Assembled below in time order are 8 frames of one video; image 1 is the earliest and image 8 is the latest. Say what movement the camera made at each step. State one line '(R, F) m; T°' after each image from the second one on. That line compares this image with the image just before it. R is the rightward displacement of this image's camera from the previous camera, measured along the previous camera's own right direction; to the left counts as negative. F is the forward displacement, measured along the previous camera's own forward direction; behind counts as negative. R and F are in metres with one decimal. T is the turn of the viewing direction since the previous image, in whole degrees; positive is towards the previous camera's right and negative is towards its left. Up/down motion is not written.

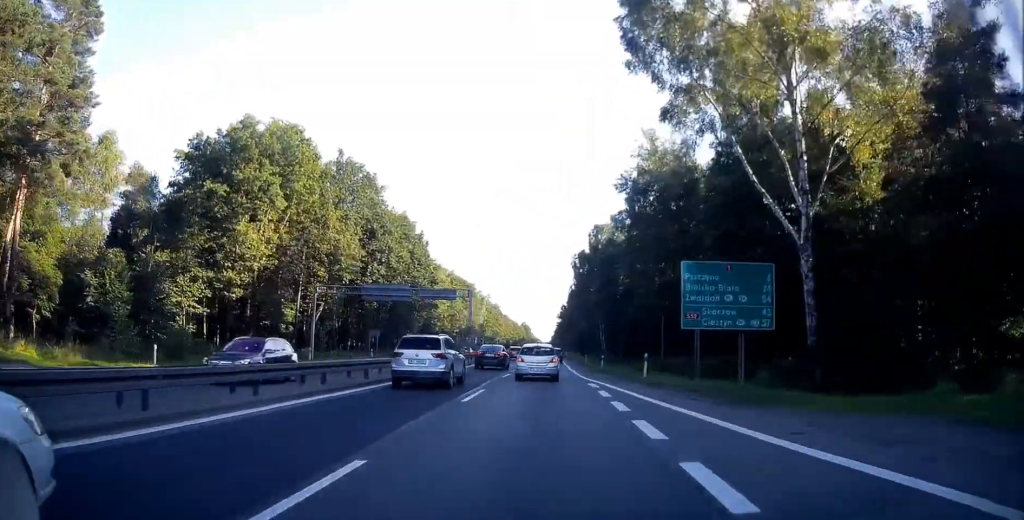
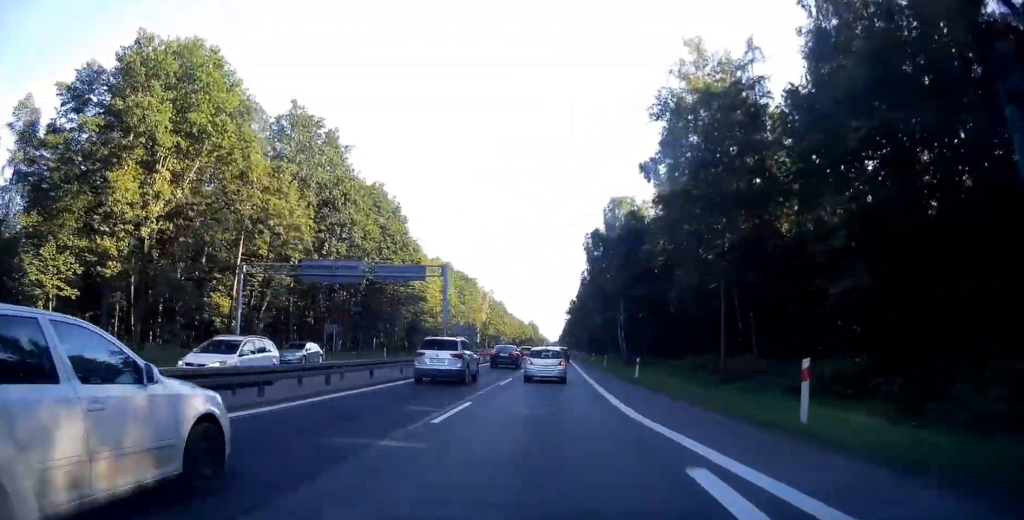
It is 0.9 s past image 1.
(0.0, +16.6) m; 0°
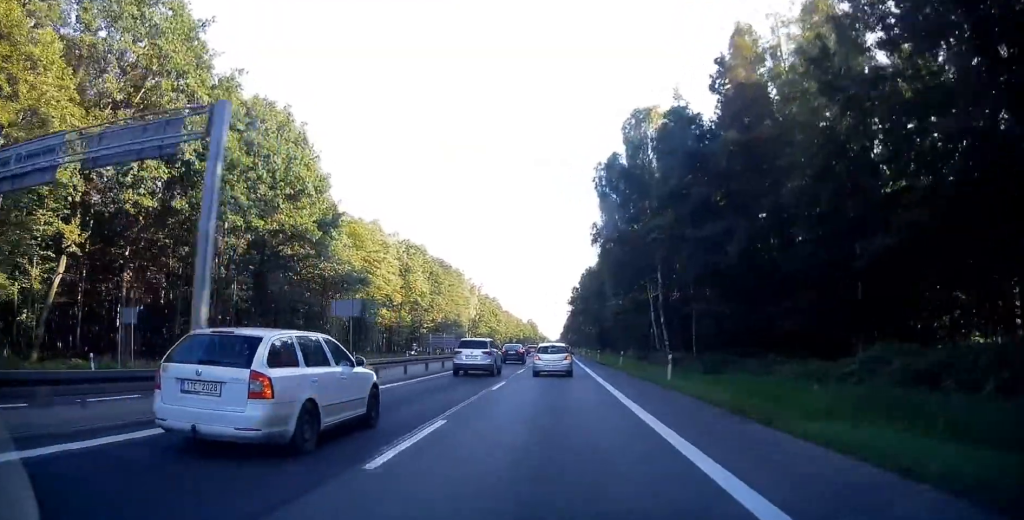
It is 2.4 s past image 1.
(0.0, +28.1) m; 0°
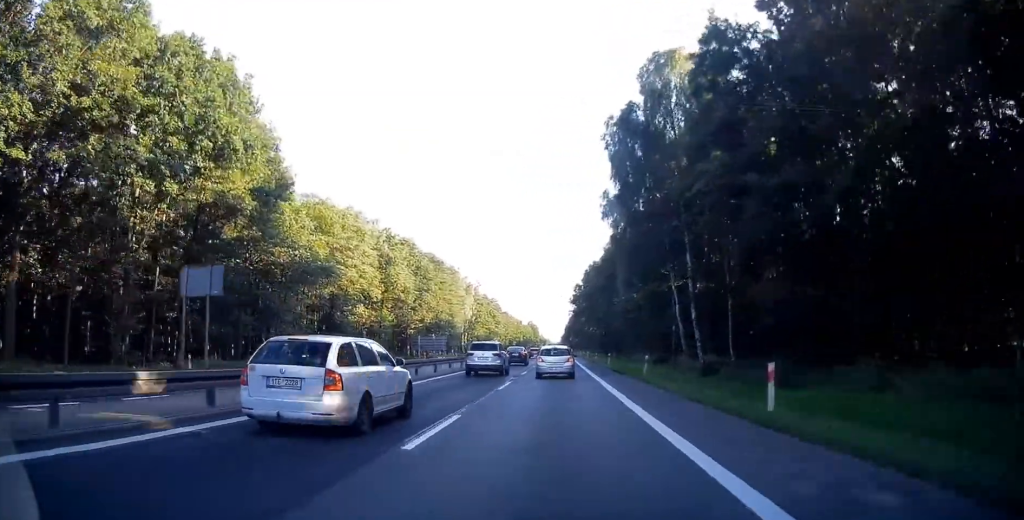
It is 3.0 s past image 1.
(0.0, +10.7) m; 0°
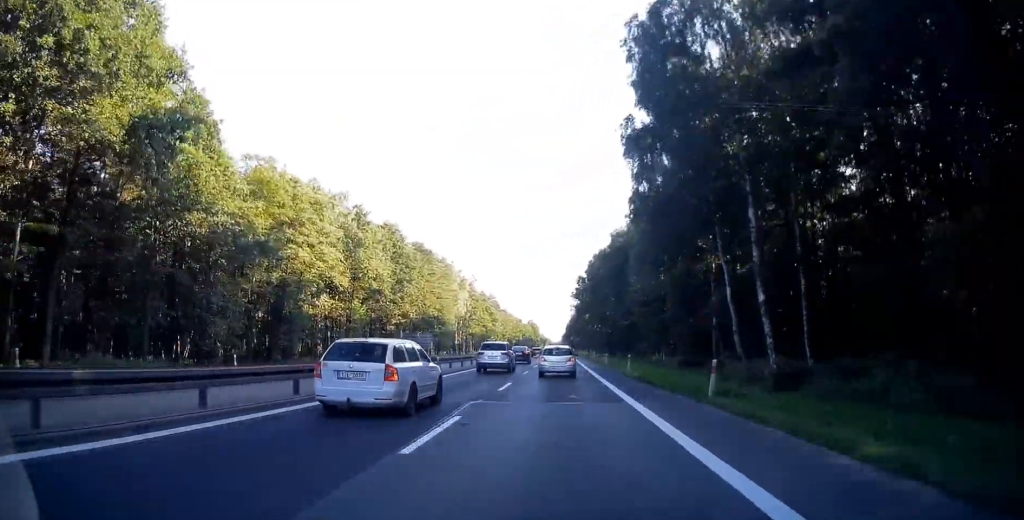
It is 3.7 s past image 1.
(0.0, +12.8) m; 0°
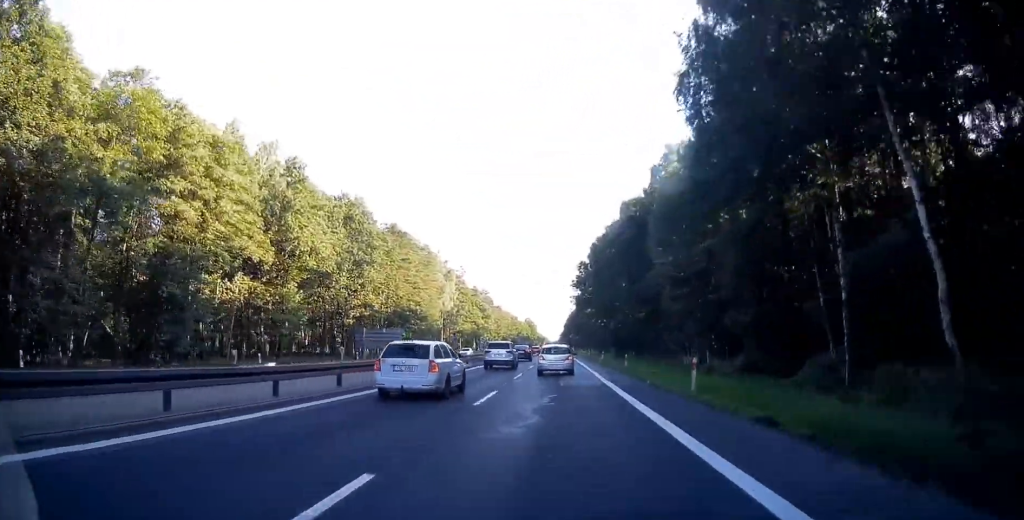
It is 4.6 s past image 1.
(+0.1, +17.7) m; 0°
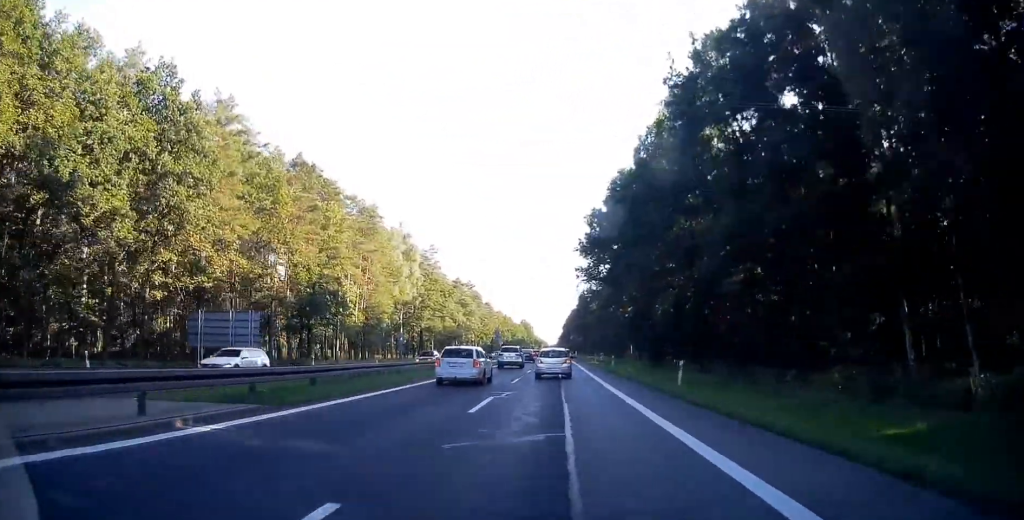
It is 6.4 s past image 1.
(-0.1, +37.2) m; 0°
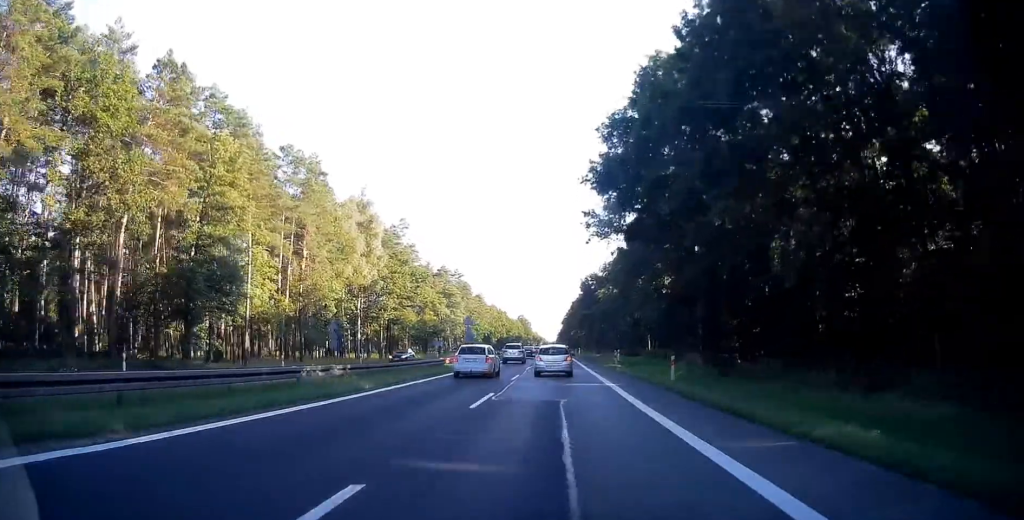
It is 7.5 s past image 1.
(0.0, +21.5) m; 0°
